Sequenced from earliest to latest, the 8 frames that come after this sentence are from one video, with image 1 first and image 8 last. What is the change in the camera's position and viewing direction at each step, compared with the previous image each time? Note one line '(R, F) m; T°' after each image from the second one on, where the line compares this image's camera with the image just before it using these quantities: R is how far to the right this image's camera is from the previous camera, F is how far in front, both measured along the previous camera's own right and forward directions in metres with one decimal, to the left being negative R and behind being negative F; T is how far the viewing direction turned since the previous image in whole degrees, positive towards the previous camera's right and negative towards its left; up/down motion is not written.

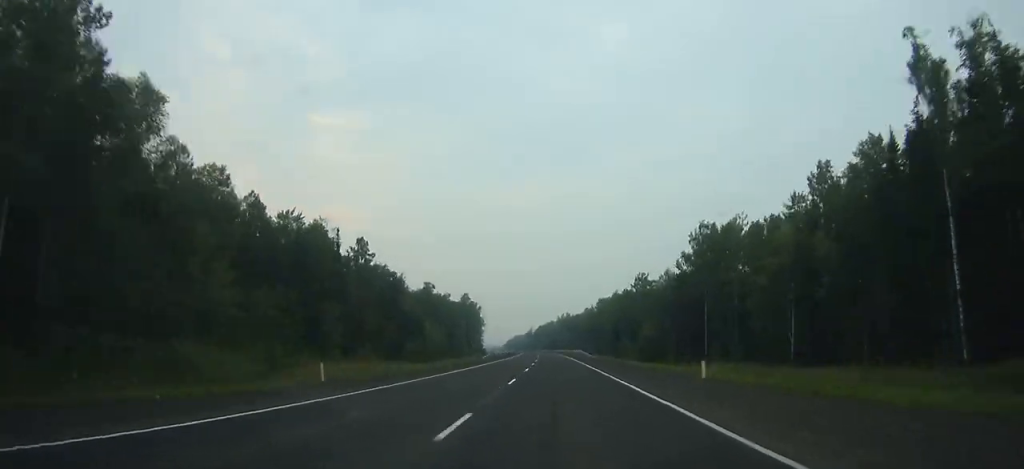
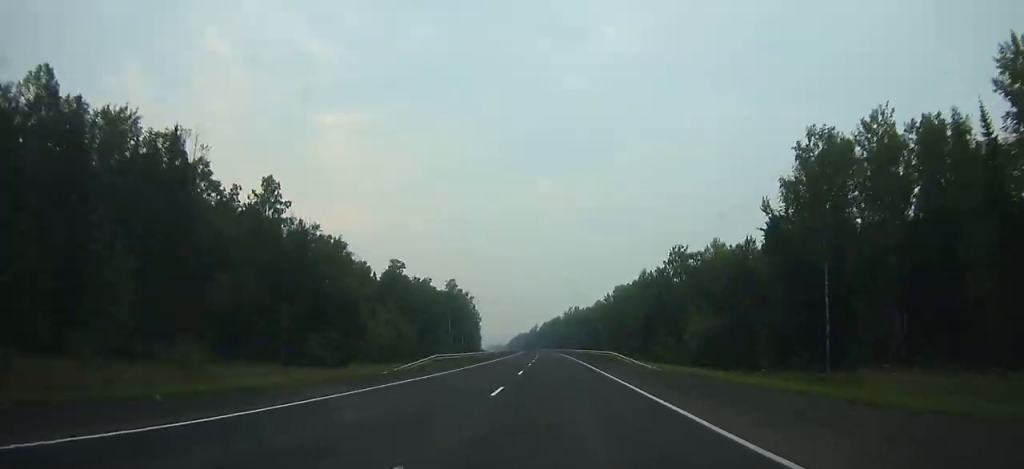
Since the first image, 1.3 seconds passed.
(0.0, +39.9) m; -1°
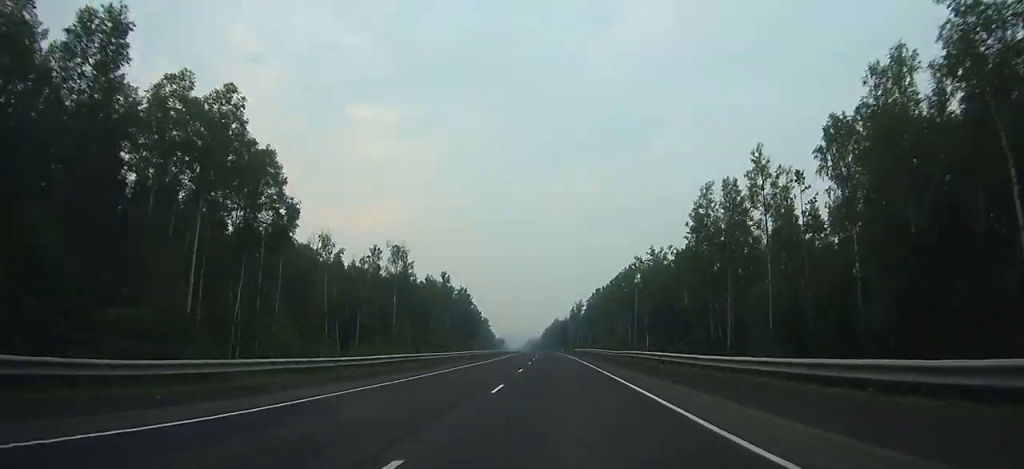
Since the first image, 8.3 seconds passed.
(-8.2, +214.0) m; -4°
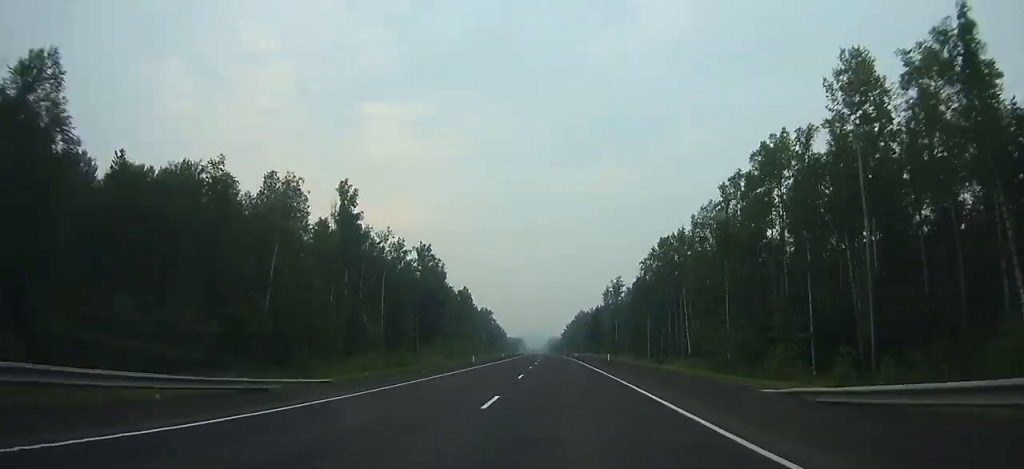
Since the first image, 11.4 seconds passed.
(-1.5, +101.3) m; -2°
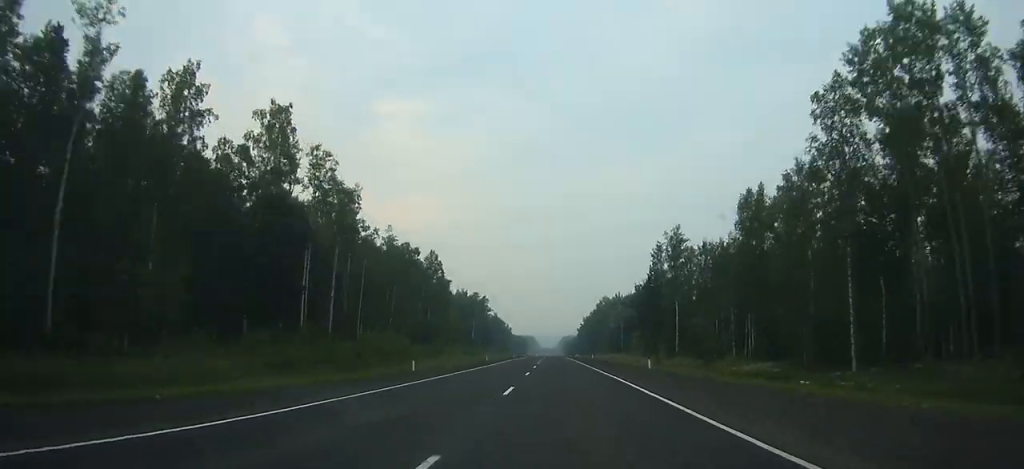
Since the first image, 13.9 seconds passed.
(-1.0, +82.3) m; -1°
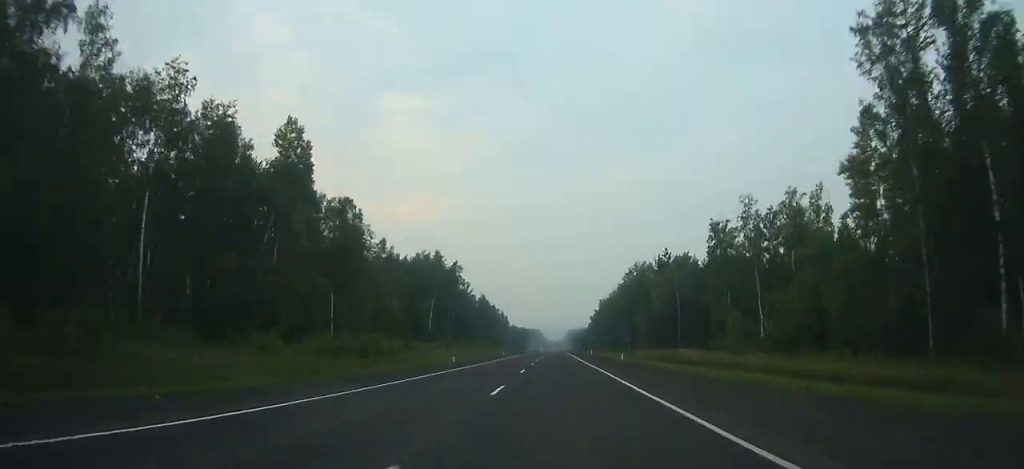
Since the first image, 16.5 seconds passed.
(-0.9, +85.0) m; -1°
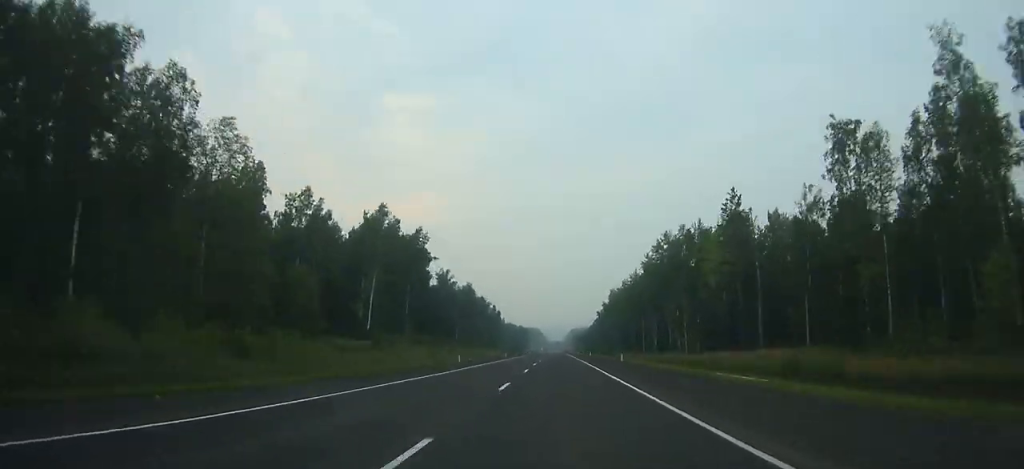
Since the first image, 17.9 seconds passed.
(-0.2, +45.5) m; 0°
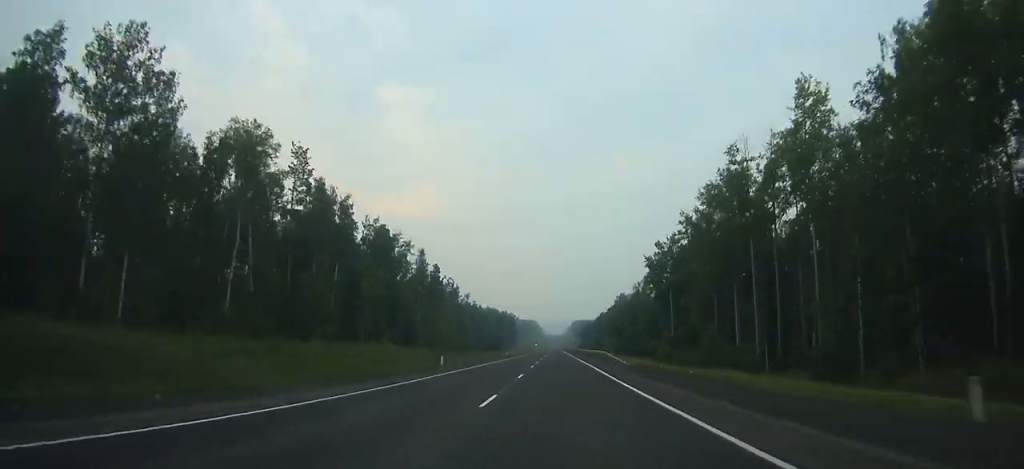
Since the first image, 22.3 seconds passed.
(-0.2, +144.9) m; 0°
